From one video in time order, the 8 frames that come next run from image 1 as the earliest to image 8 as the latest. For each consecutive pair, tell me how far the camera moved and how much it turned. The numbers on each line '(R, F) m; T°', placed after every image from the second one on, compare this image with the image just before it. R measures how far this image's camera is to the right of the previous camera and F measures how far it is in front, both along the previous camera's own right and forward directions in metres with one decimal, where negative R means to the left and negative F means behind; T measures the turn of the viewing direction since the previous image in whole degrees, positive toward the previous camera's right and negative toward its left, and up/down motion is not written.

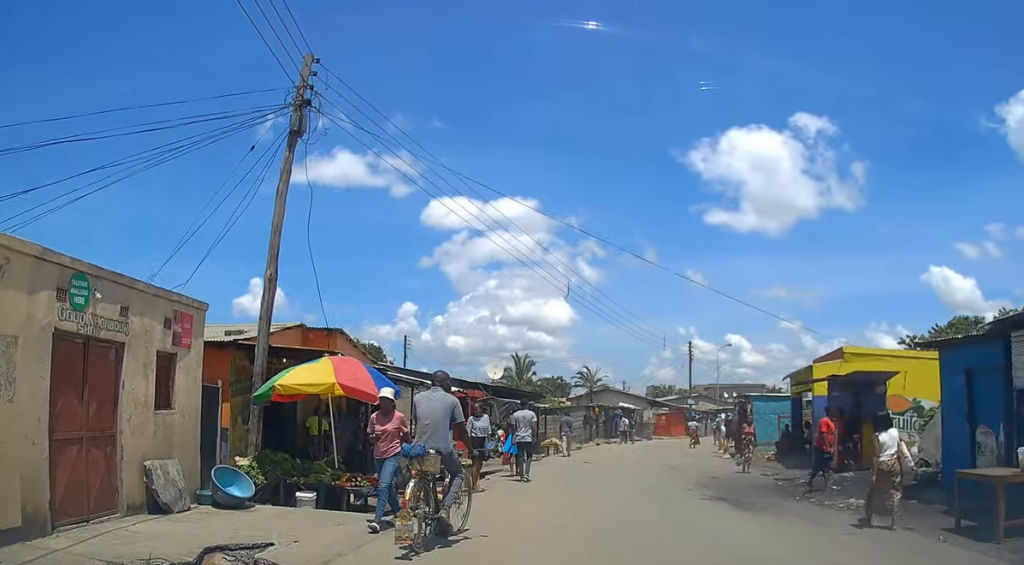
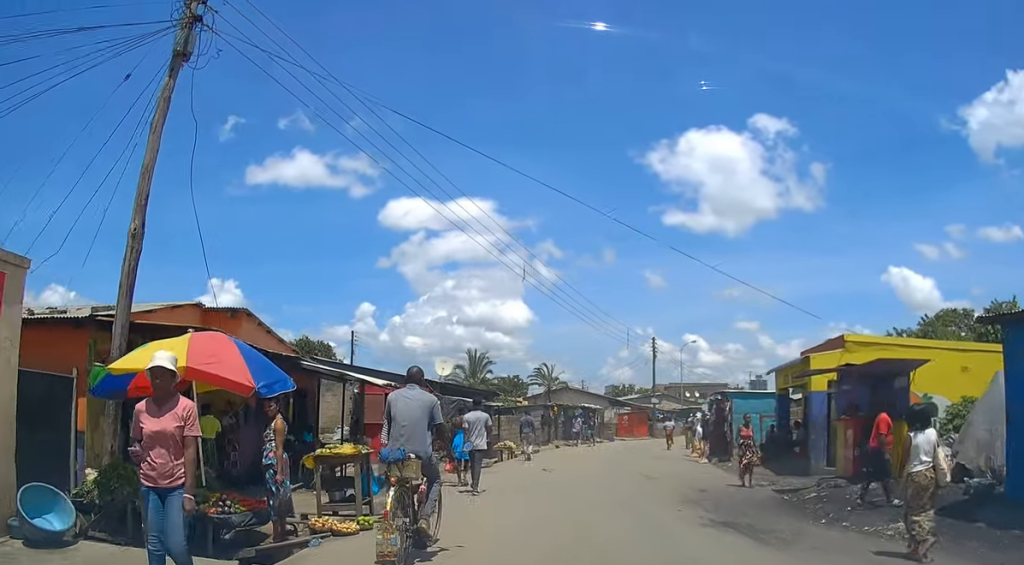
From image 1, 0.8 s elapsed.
(0.0, +3.1) m; +5°
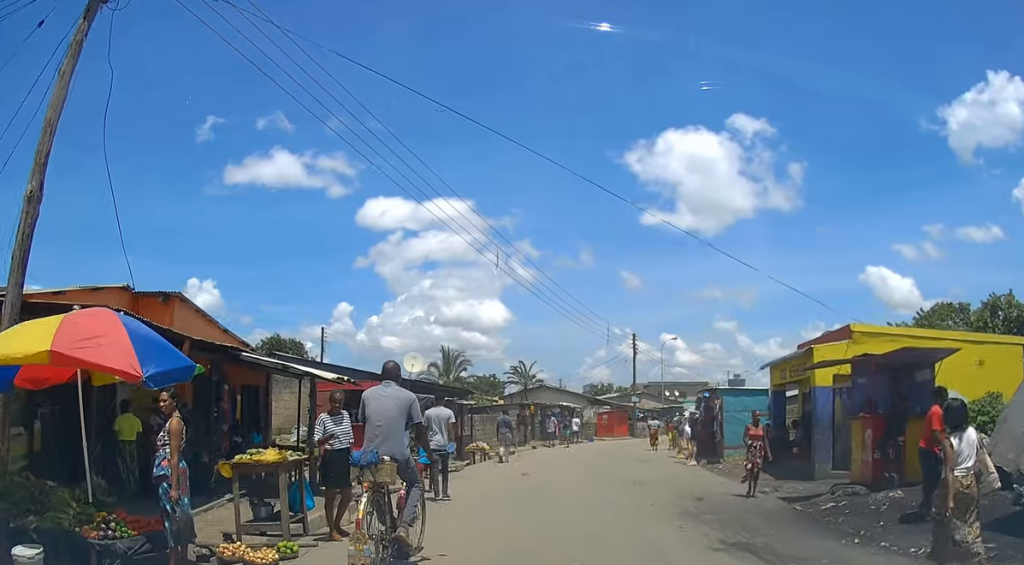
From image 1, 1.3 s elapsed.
(0.0, +1.8) m; +3°
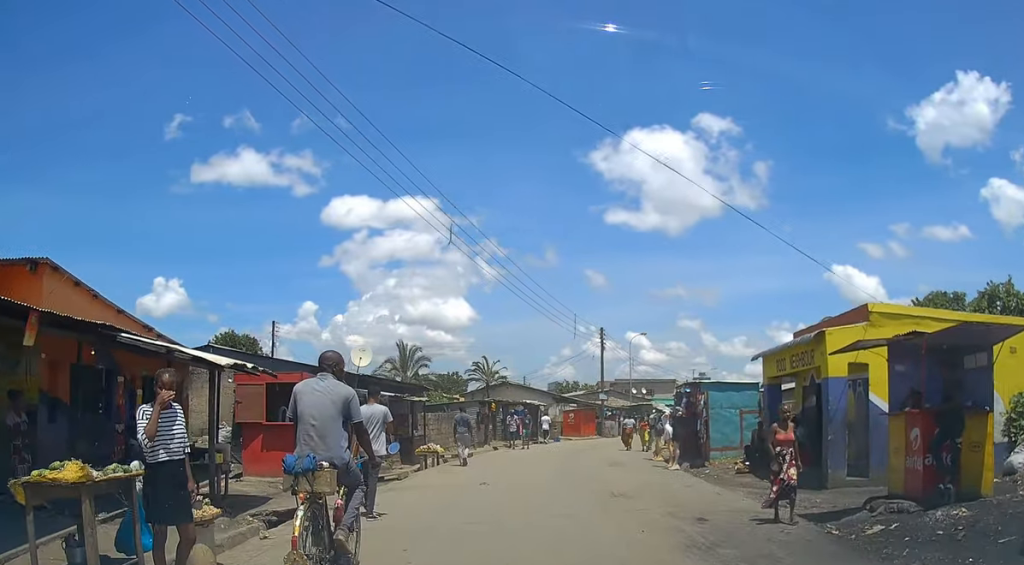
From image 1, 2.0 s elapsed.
(+0.3, +2.9) m; +5°
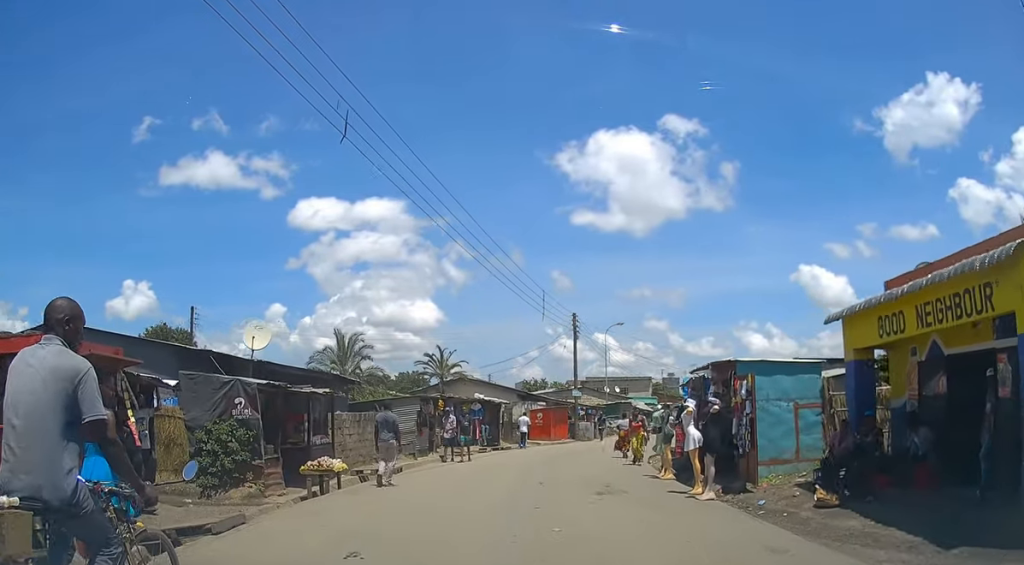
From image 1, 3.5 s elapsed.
(+0.3, +7.6) m; +2°
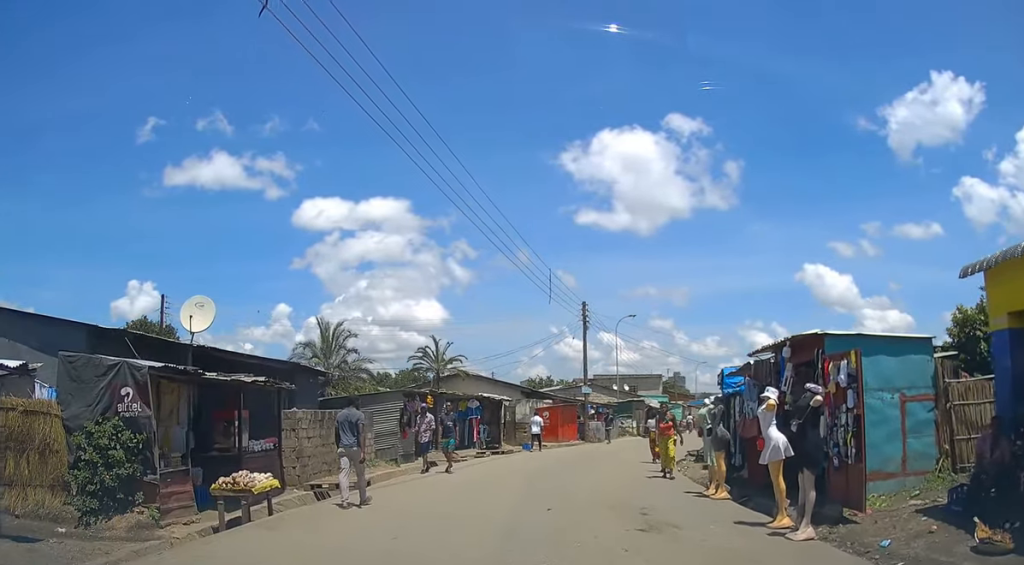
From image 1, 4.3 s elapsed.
(0.0, +4.2) m; -2°
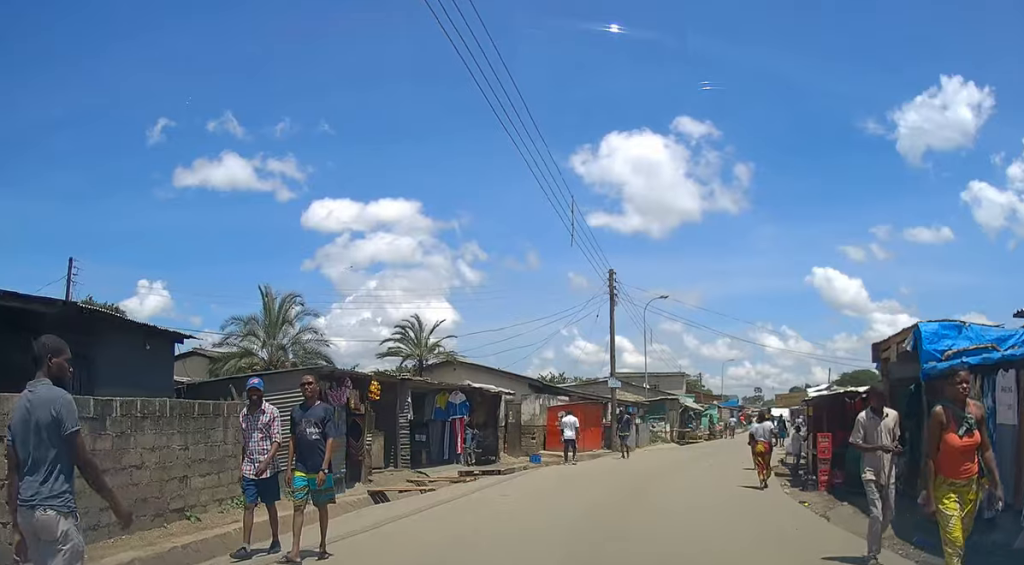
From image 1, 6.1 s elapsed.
(-0.2, +9.8) m; -1°
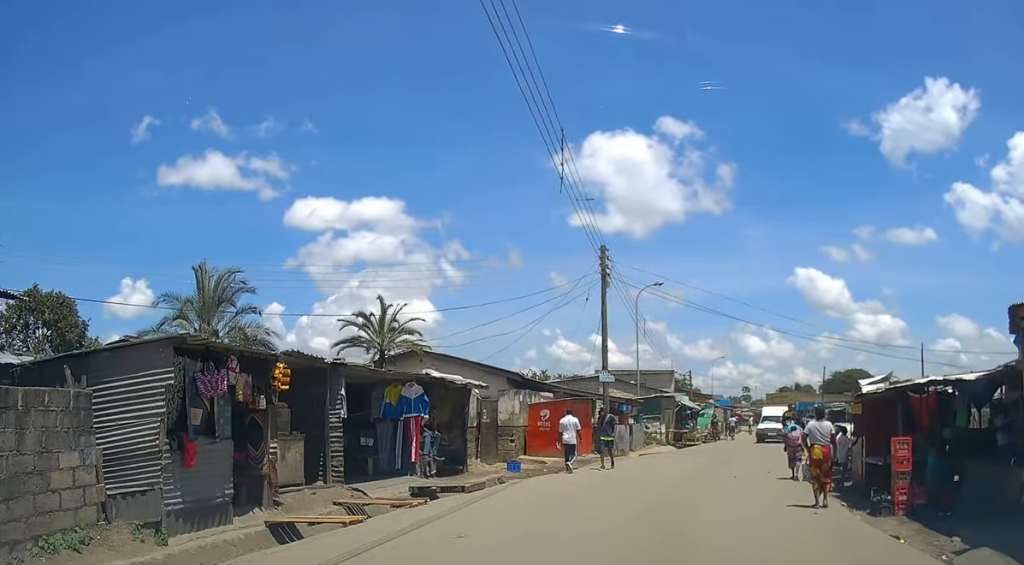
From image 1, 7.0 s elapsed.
(0.0, +4.3) m; +2°
